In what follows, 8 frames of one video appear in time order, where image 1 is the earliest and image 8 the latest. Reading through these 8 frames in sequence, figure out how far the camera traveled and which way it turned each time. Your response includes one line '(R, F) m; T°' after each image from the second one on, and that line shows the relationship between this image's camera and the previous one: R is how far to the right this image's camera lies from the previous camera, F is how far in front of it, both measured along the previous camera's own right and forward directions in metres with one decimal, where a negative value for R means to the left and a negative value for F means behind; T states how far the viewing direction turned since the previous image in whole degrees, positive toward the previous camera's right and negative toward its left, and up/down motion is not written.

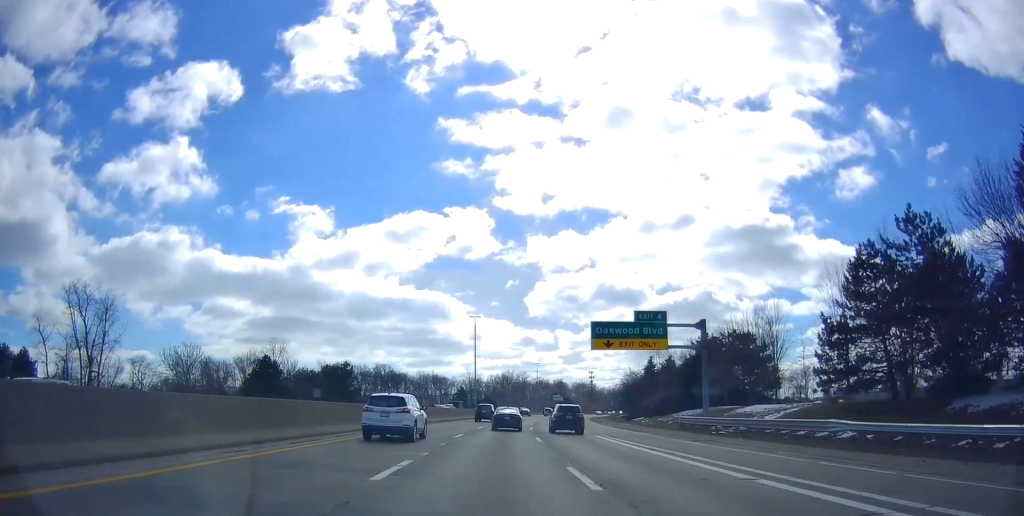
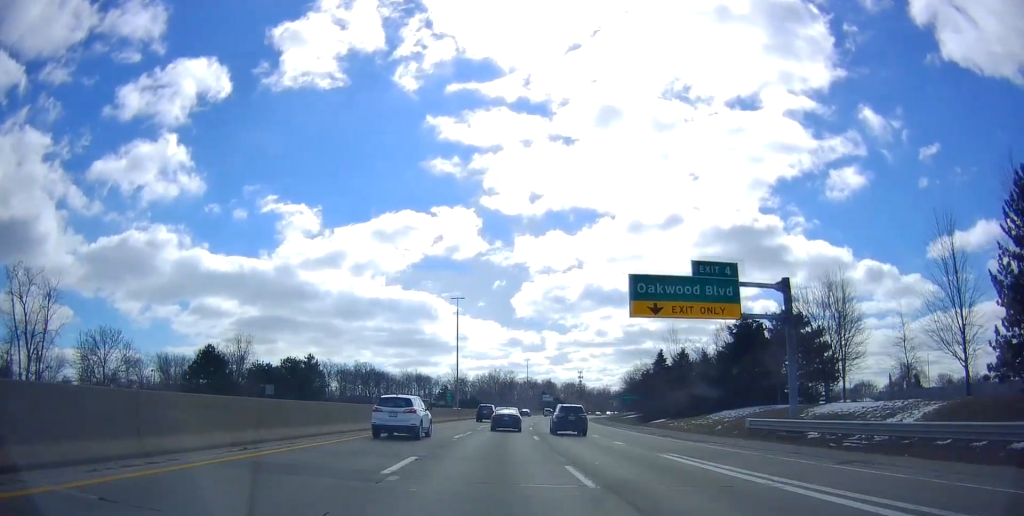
(+0.3, +15.0) m; +2°
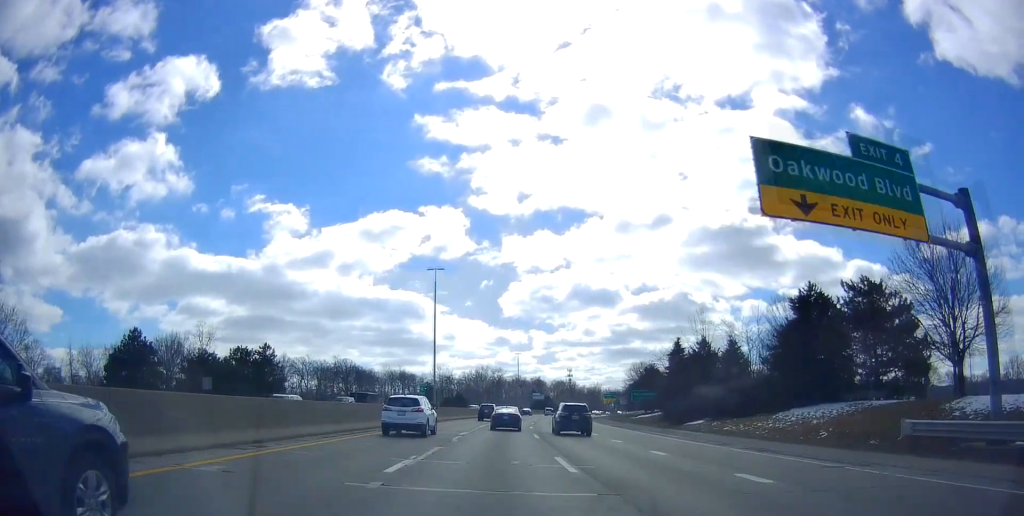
(0.0, +15.0) m; +2°
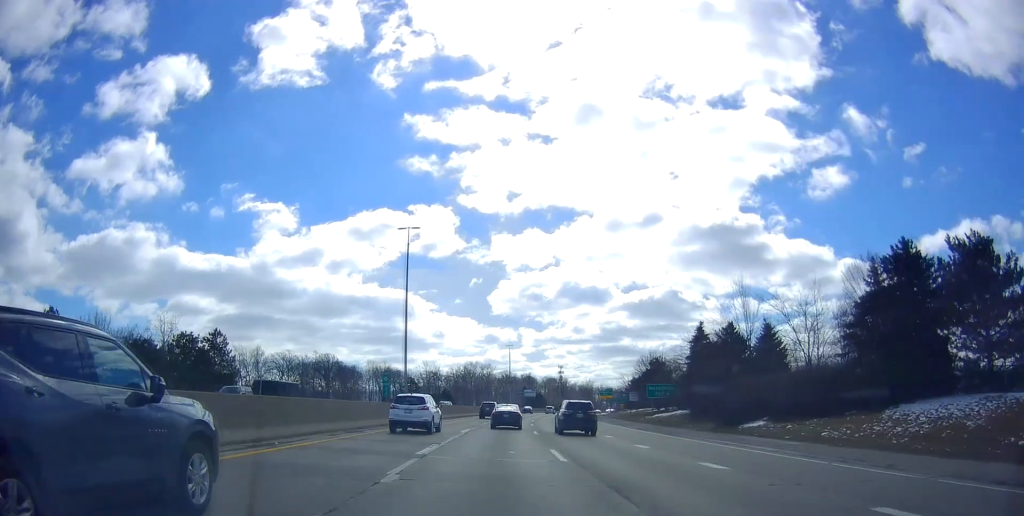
(+0.5, +13.1) m; +1°
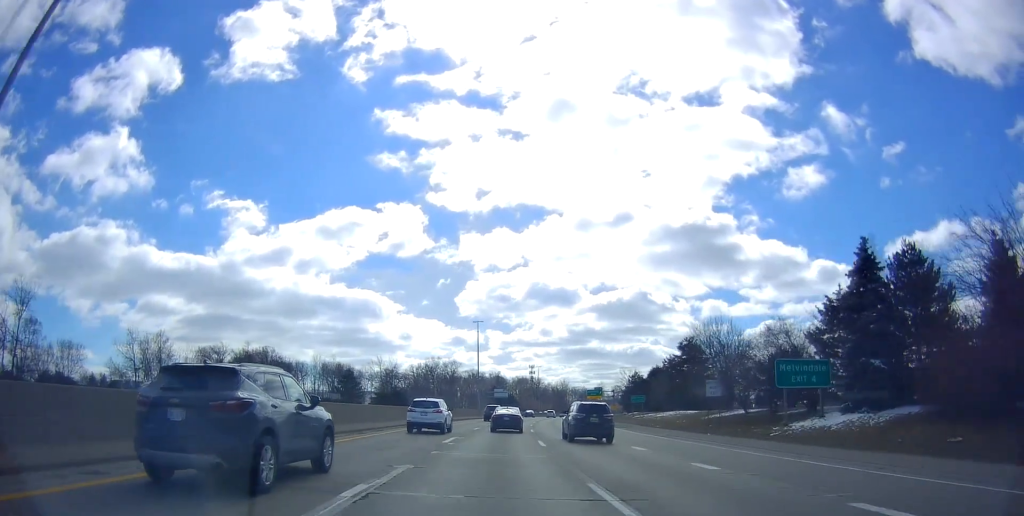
(+1.0, +38.4) m; +1°
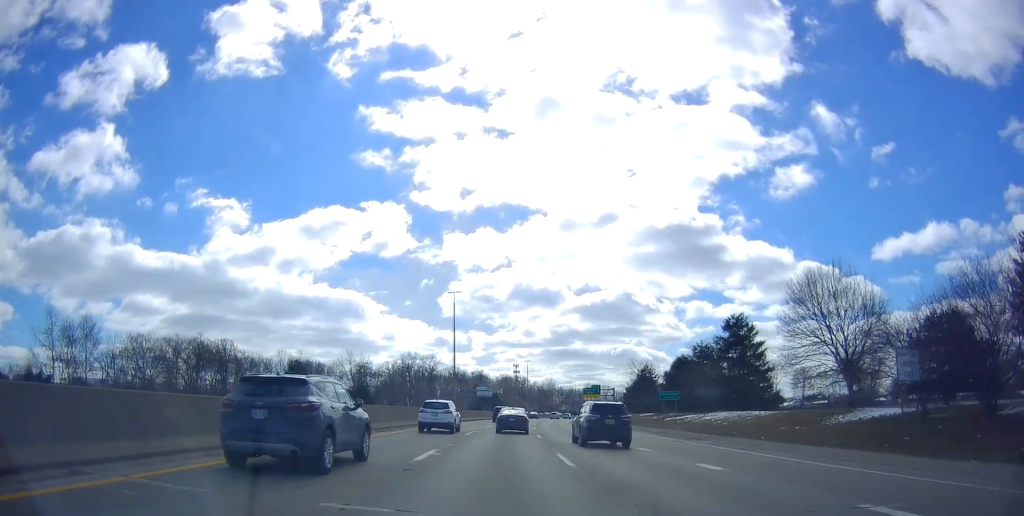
(0.0, +23.4) m; +2°
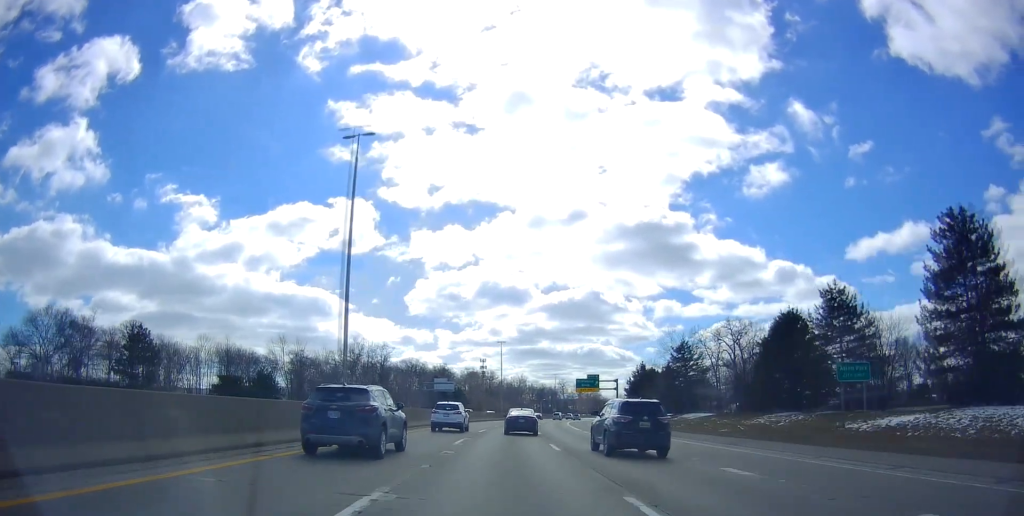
(+1.6, +40.1) m; +5°
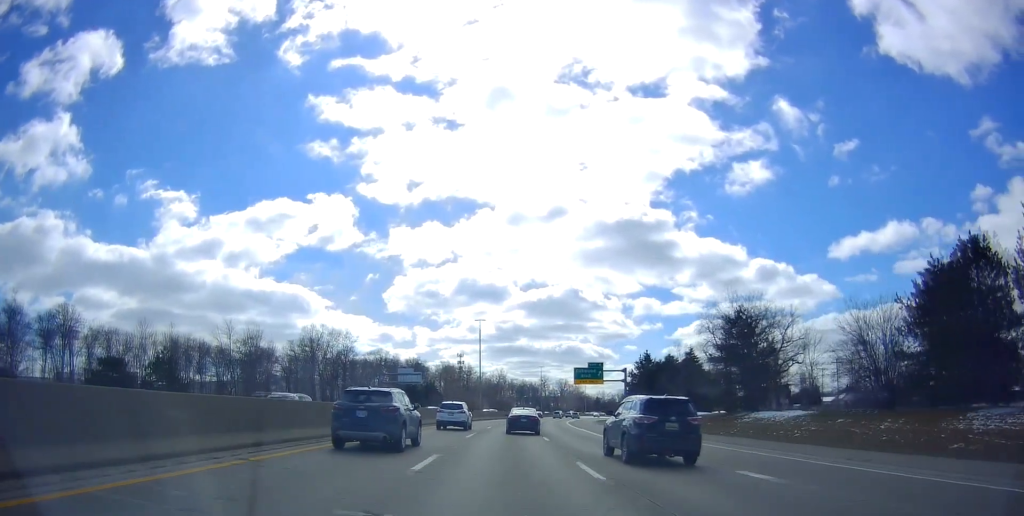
(+0.7, +24.3) m; +2°
